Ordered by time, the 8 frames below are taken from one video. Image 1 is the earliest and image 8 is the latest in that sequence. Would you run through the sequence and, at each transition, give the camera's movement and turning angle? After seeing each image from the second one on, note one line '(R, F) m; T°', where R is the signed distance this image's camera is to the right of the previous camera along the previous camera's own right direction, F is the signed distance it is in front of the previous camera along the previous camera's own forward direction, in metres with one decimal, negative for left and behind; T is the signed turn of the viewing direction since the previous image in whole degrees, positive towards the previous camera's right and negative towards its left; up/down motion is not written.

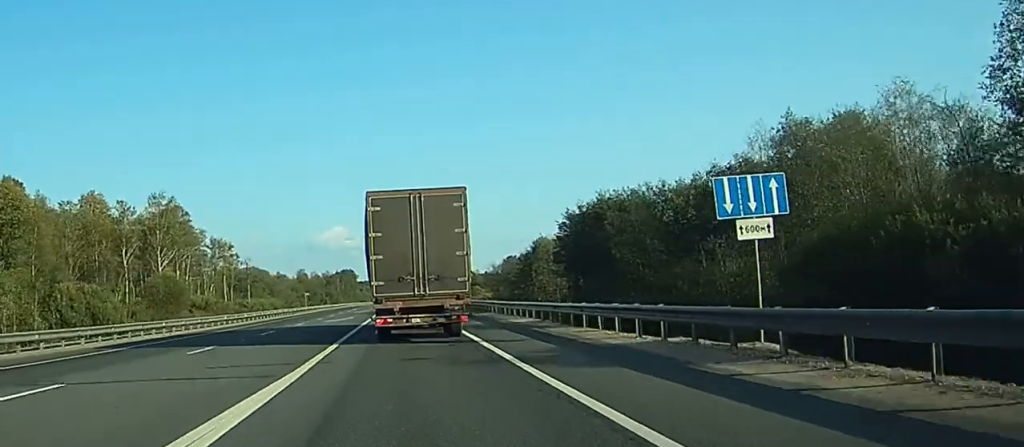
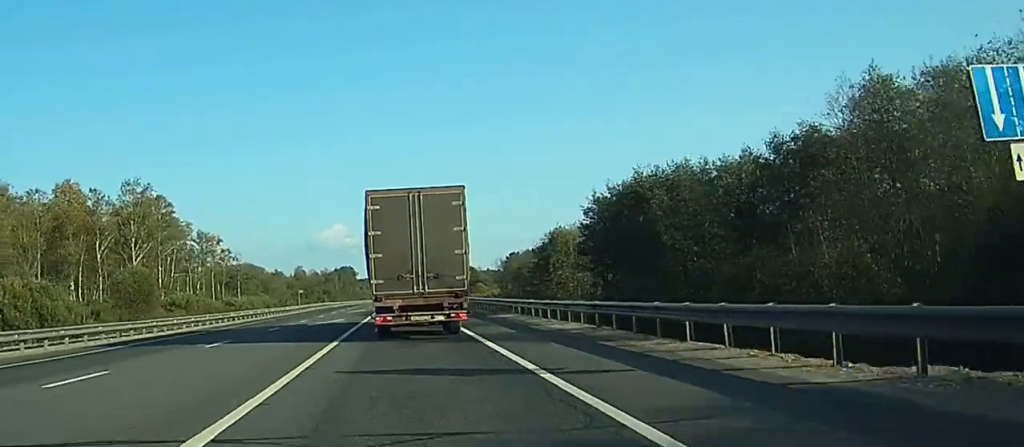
(0.0, +9.6) m; 0°
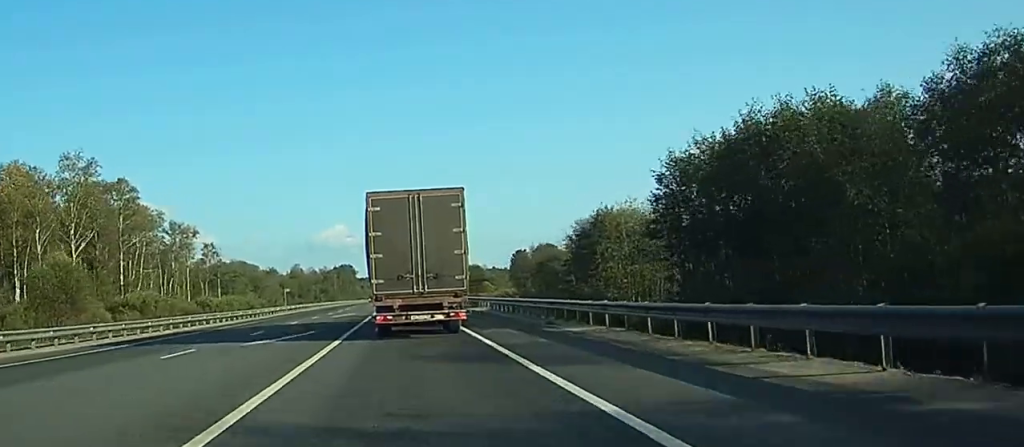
(-0.1, +17.0) m; 0°
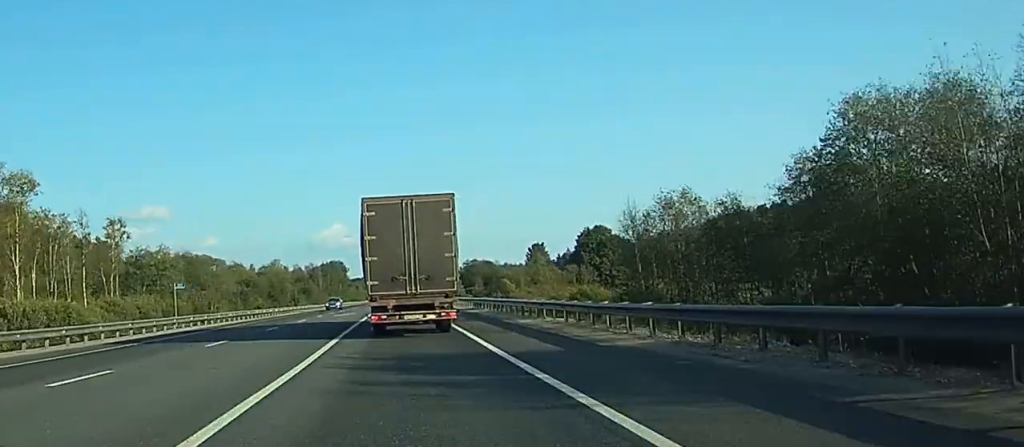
(-0.1, +54.2) m; 0°
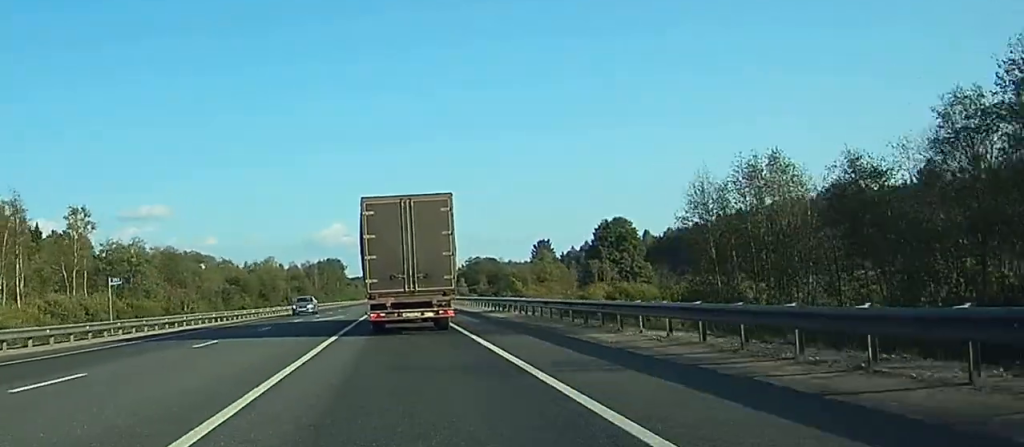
(0.0, +13.4) m; 0°
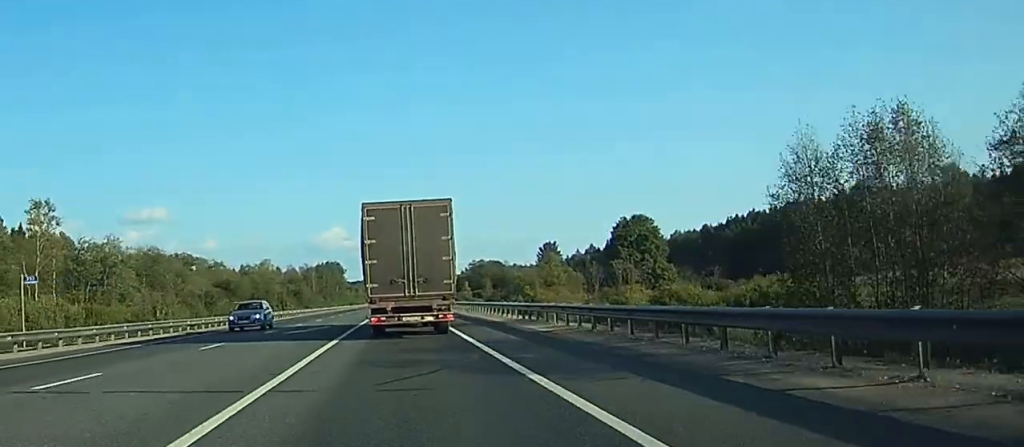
(0.0, +11.2) m; 0°
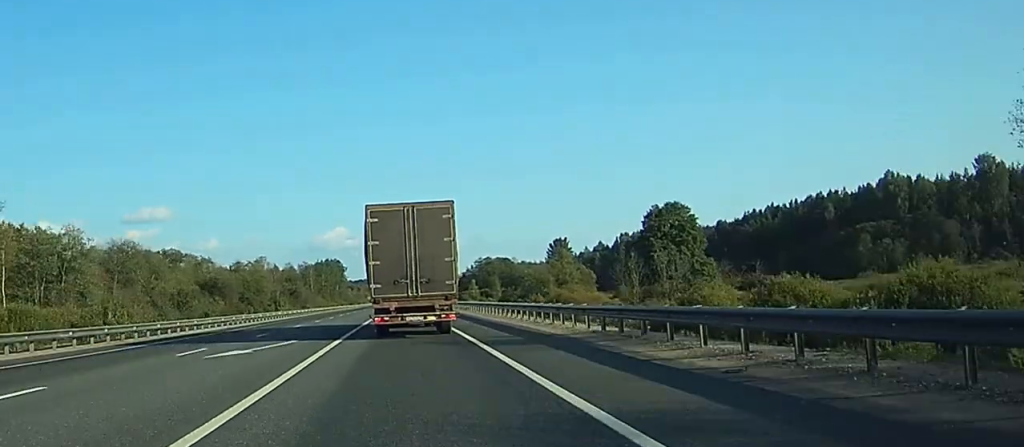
(0.0, +14.9) m; 0°
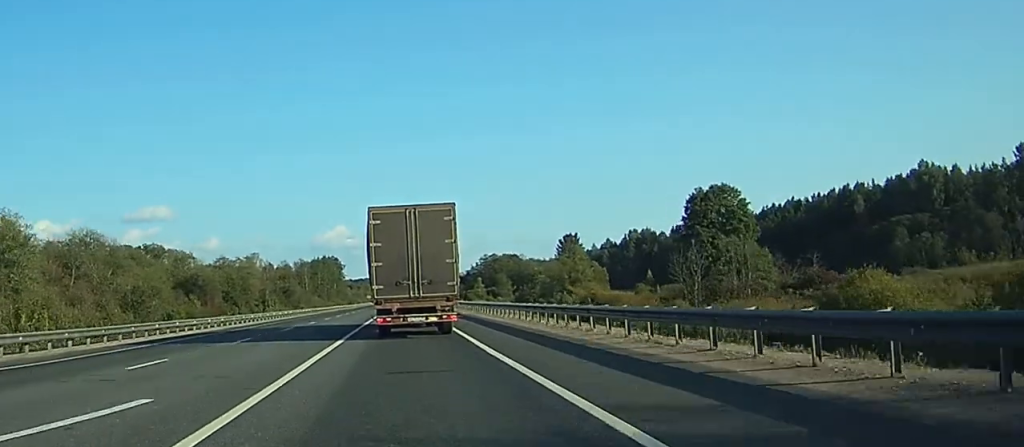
(-0.1, +16.5) m; 0°
